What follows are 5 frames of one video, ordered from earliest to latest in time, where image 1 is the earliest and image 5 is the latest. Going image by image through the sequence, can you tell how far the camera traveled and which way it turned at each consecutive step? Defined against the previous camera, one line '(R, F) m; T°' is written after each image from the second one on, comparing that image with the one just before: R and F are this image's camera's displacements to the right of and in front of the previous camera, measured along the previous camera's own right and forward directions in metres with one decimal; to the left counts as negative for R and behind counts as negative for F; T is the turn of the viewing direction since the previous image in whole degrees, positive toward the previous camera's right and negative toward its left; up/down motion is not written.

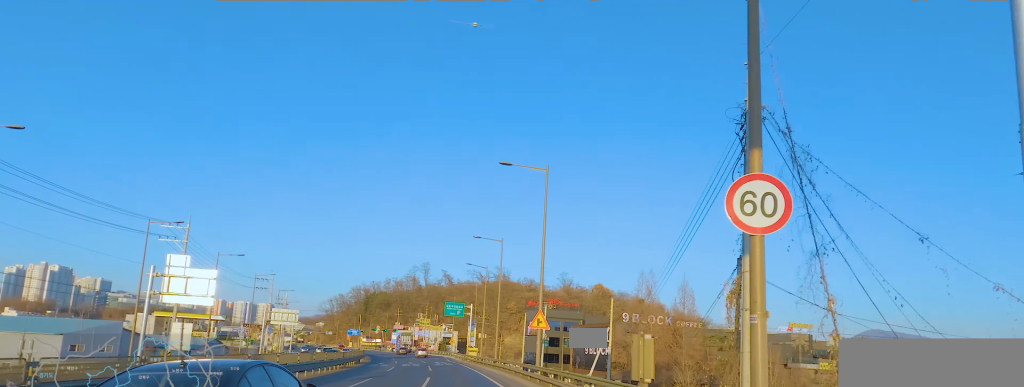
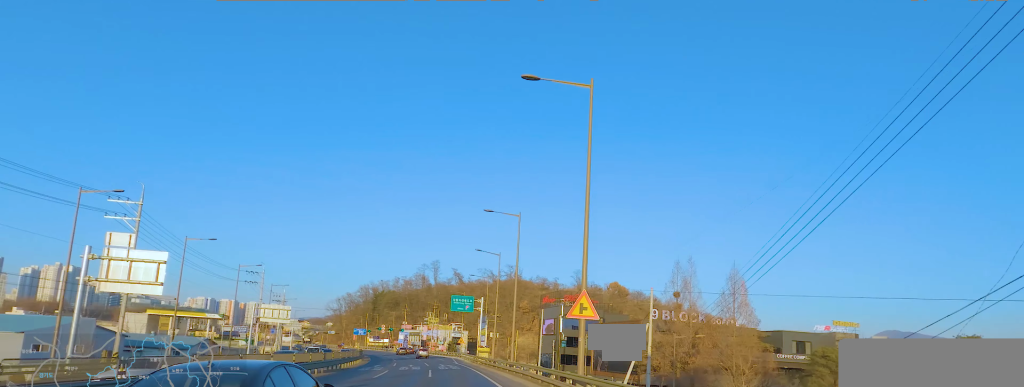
(-0.2, +9.1) m; -1°
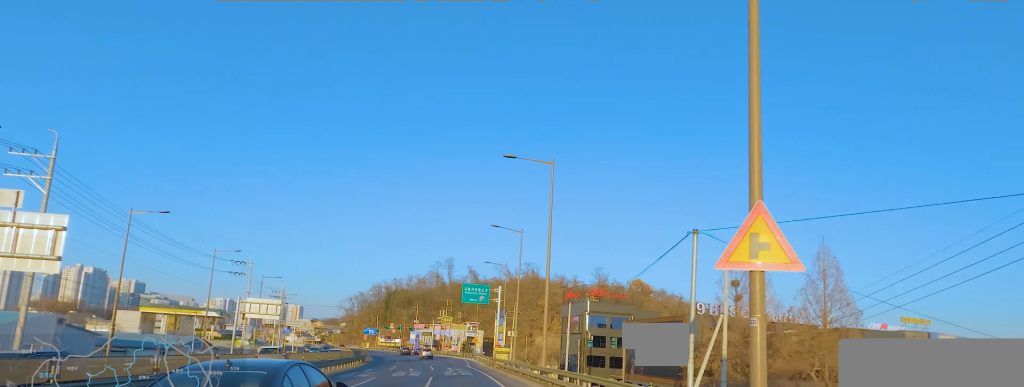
(-1.3, +10.6) m; 0°
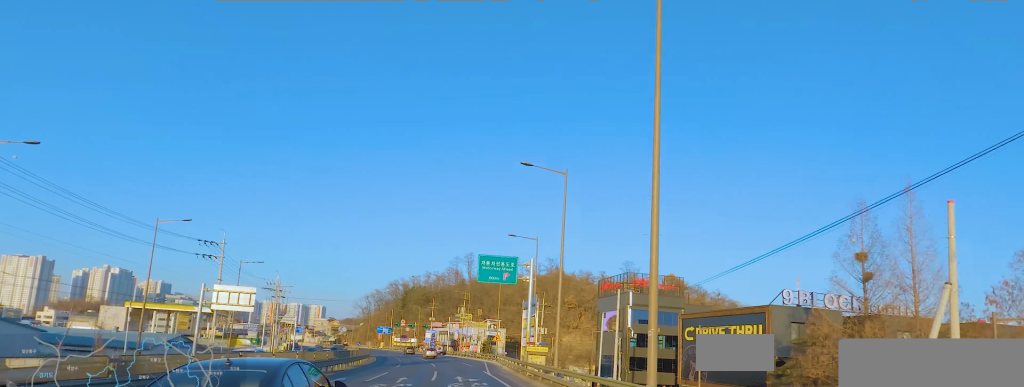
(+1.7, +14.2) m; 0°
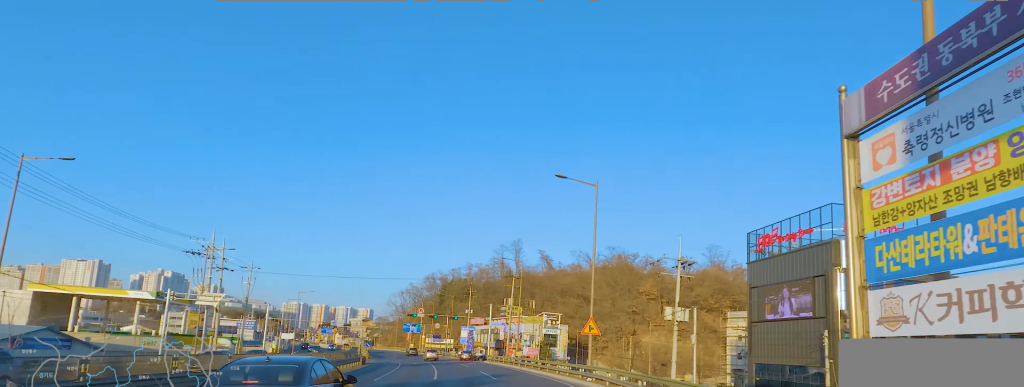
(-5.2, +37.4) m; -11°
